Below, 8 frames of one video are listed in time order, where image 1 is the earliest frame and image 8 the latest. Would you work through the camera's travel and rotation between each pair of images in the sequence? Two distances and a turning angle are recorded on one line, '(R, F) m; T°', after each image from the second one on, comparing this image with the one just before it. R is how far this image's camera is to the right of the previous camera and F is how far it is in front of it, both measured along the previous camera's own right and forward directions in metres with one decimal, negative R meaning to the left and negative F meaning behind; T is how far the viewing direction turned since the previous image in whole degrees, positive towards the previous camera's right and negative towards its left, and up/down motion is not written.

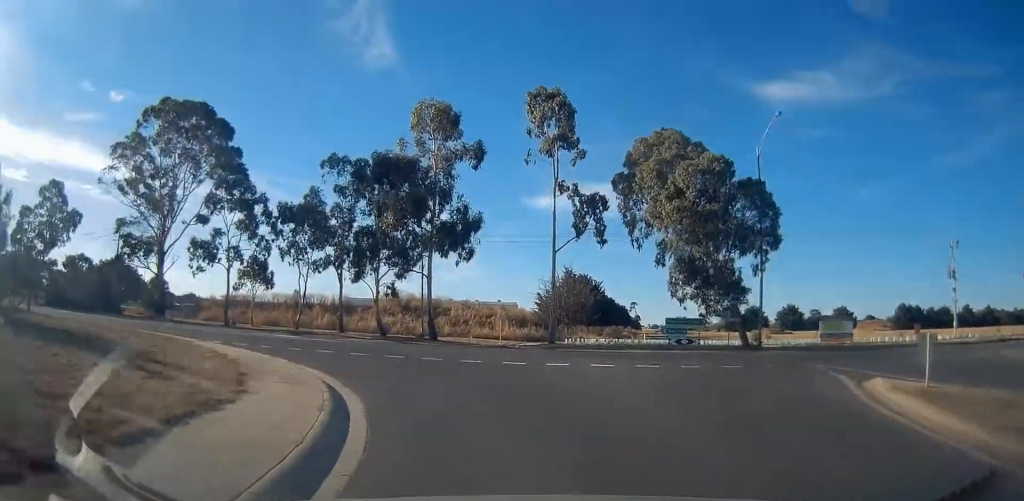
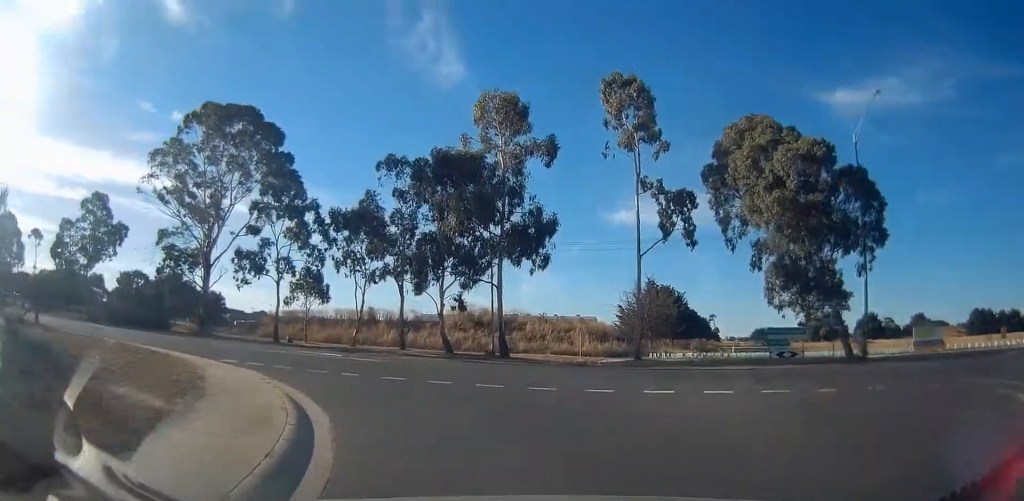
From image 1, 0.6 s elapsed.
(-0.4, +4.1) m; -11°
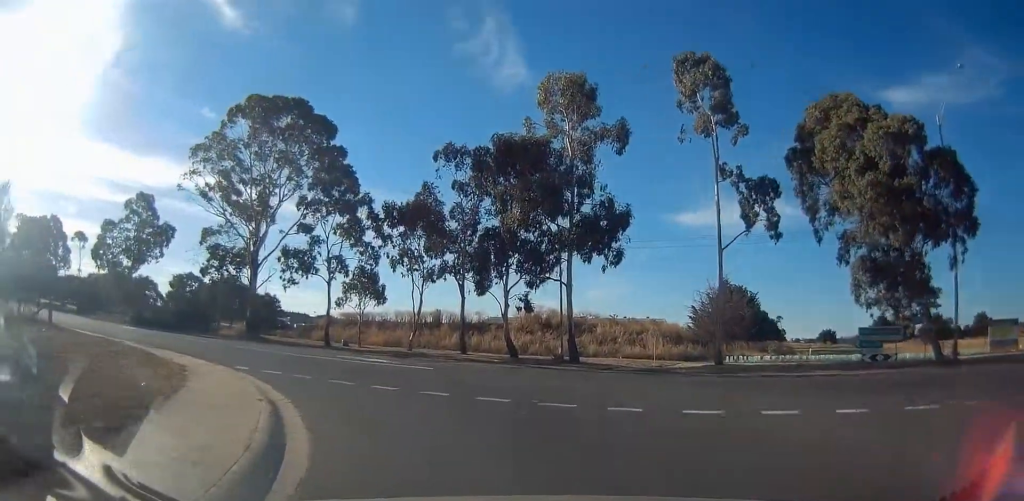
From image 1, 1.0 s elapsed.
(-0.3, +2.9) m; -9°
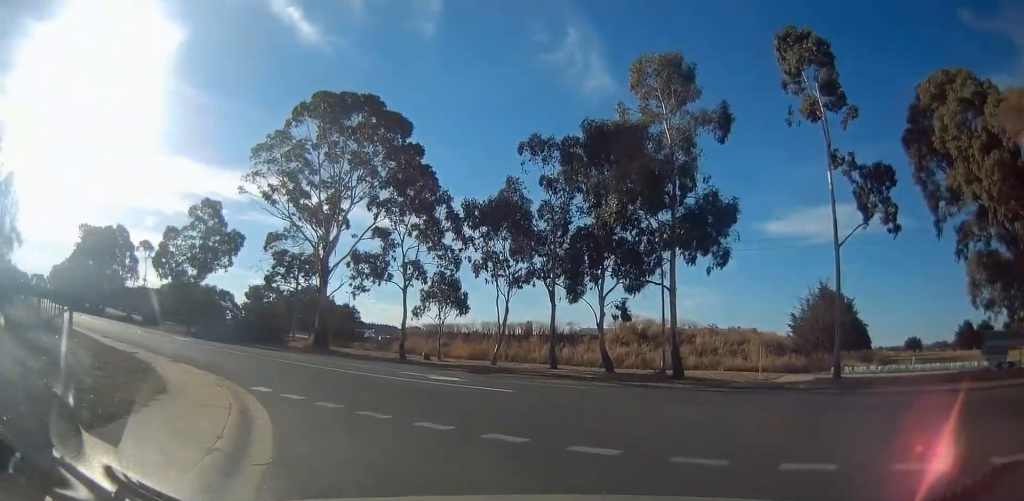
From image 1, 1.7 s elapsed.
(-0.3, +4.0) m; -15°
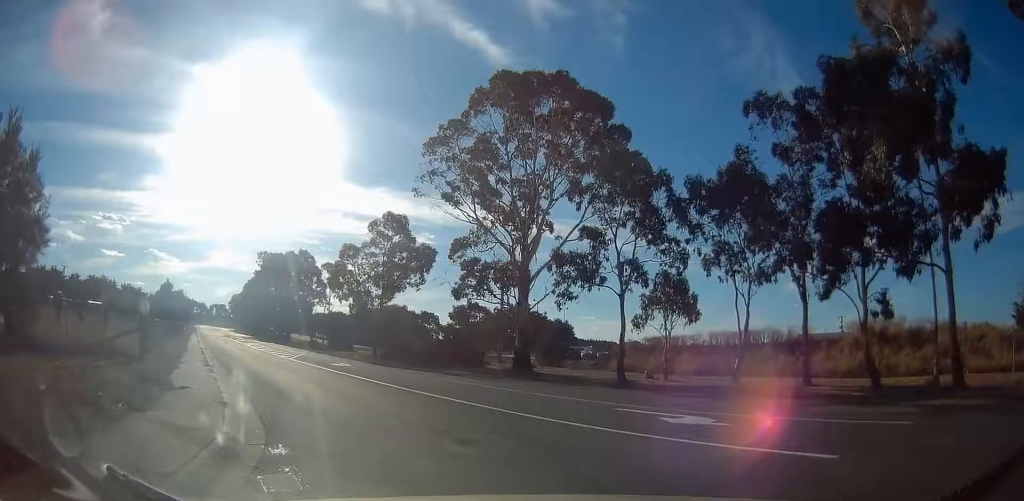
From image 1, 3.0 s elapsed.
(-1.6, +7.3) m; -19°
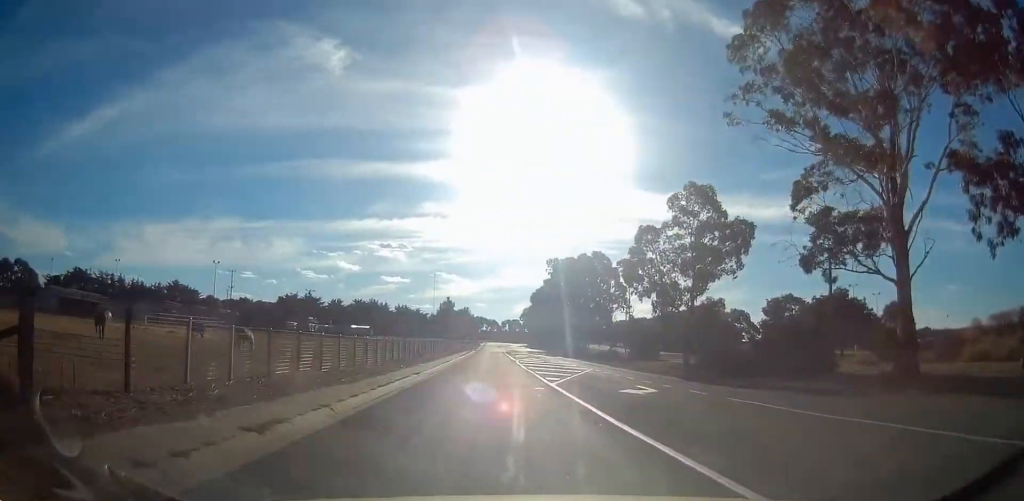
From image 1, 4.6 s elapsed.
(-2.6, +13.2) m; -20°
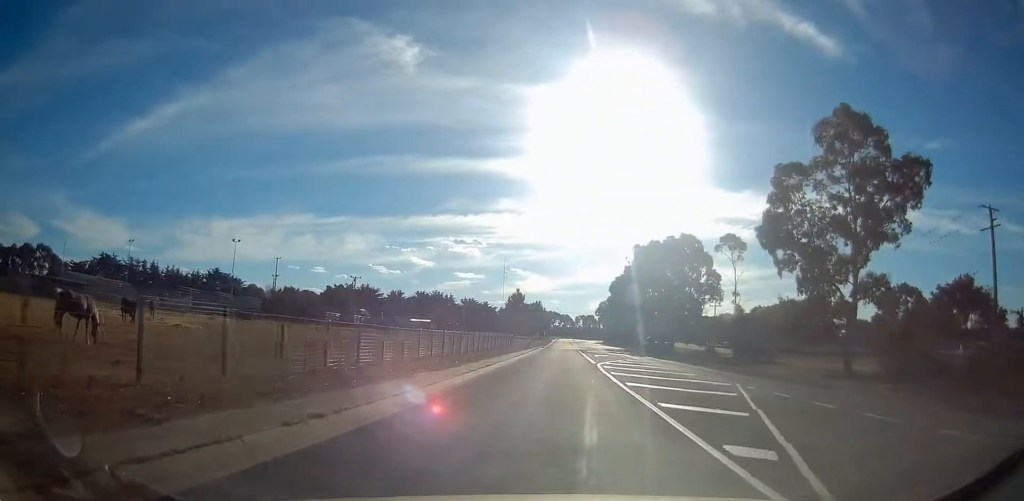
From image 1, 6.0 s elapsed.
(-1.4, +17.1) m; -6°
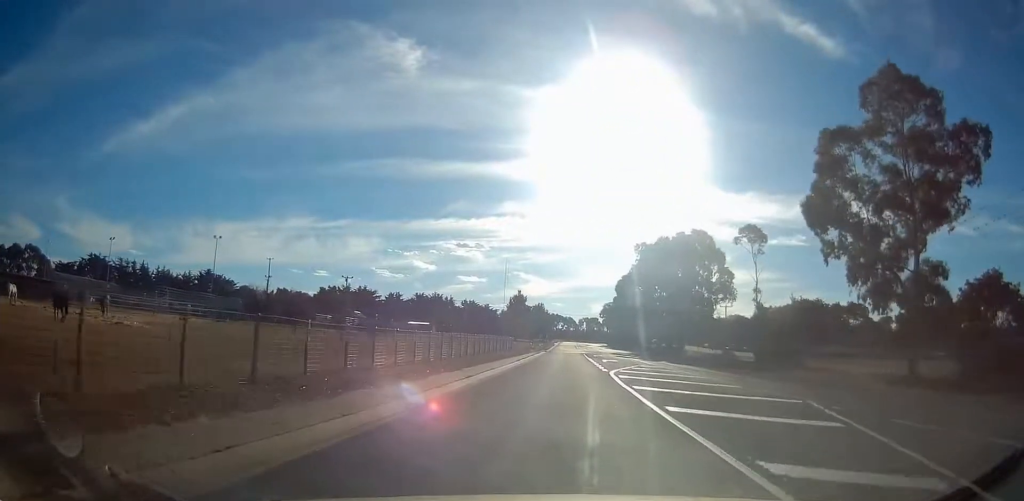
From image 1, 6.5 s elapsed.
(-0.1, +6.3) m; 0°
